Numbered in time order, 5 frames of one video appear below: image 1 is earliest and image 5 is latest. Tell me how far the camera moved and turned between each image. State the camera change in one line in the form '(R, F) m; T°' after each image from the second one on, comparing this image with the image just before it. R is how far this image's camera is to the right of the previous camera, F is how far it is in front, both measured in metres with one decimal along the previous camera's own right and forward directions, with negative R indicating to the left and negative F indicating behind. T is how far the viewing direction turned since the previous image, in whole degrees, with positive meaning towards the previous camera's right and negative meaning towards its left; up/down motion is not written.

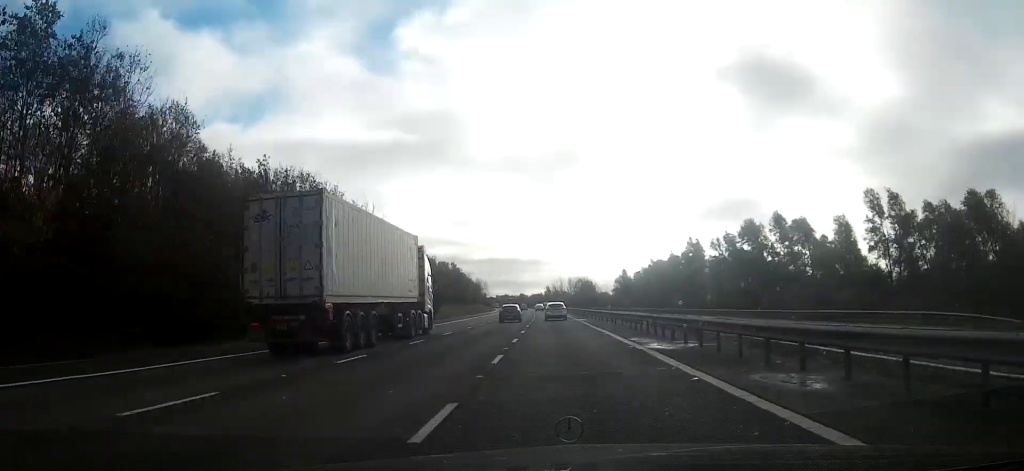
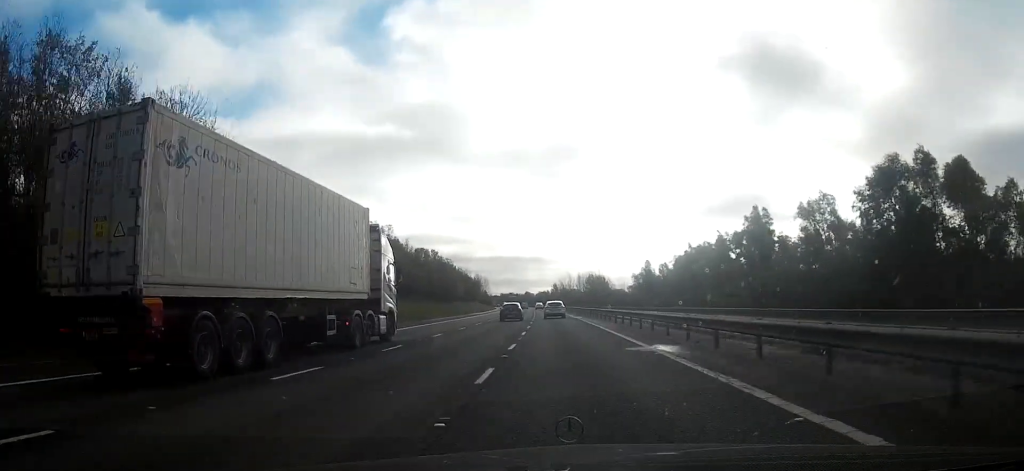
(-0.2, +35.4) m; -1°
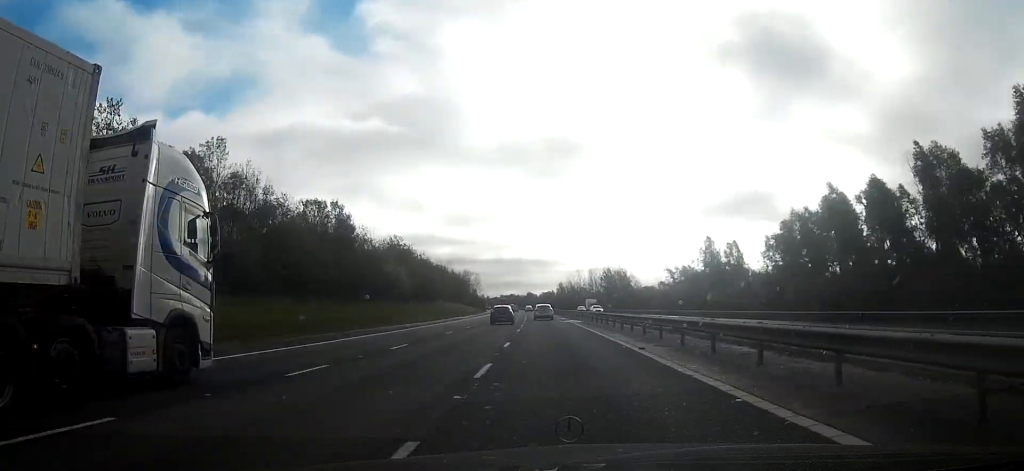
(-0.2, +61.6) m; 0°
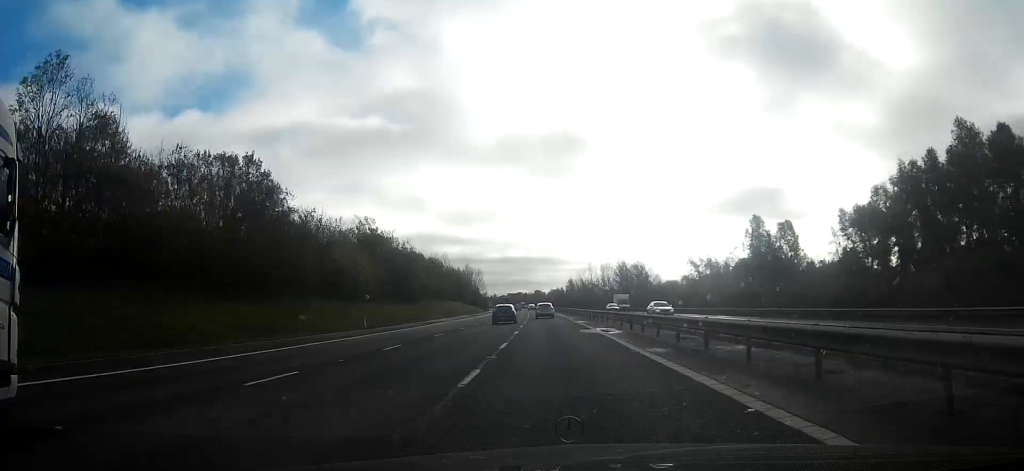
(-0.1, +22.1) m; -1°
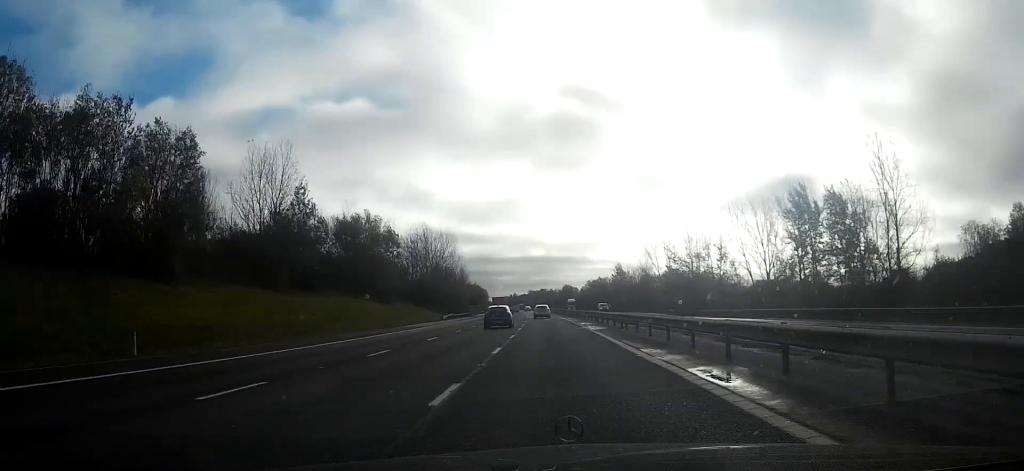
(-3.3, +127.4) m; -3°
